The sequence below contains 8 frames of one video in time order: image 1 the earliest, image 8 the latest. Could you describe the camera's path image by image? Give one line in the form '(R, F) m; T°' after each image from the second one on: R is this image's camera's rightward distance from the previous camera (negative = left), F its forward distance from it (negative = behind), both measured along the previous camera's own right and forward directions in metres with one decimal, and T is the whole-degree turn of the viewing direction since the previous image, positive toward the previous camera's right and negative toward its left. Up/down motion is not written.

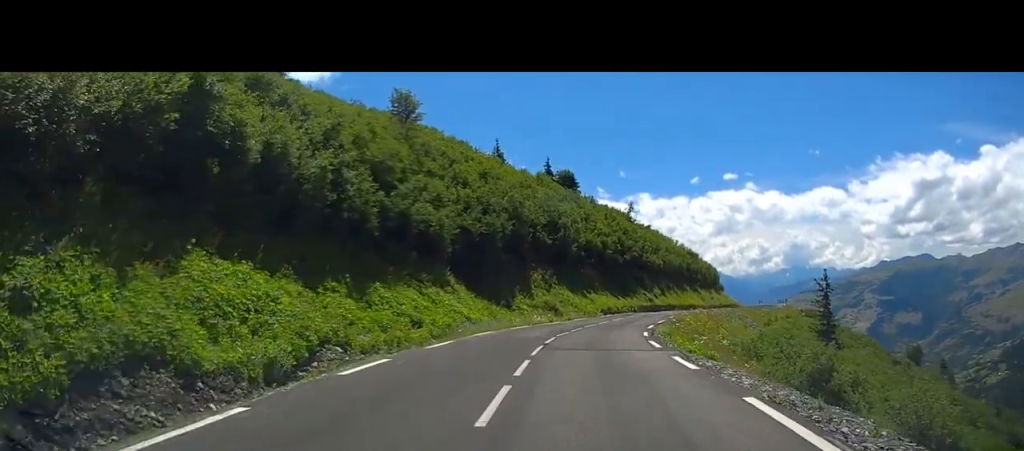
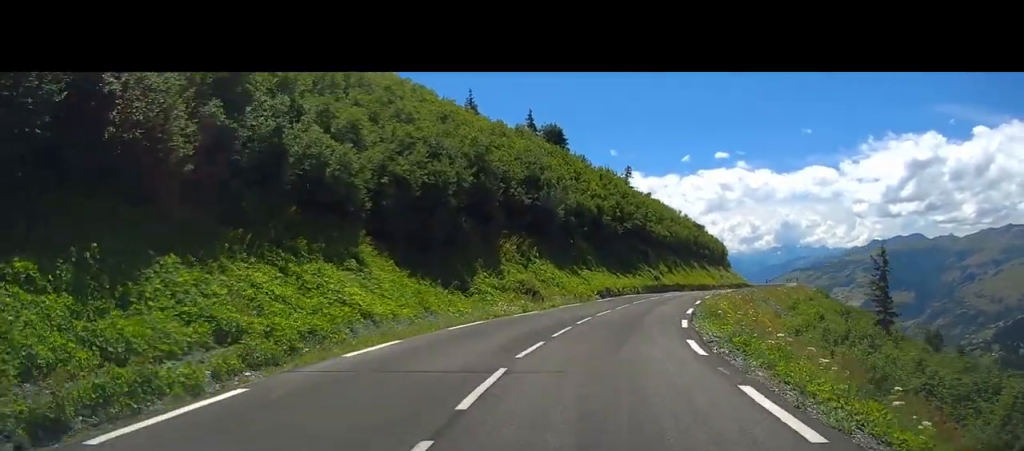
(+0.5, +13.2) m; +2°
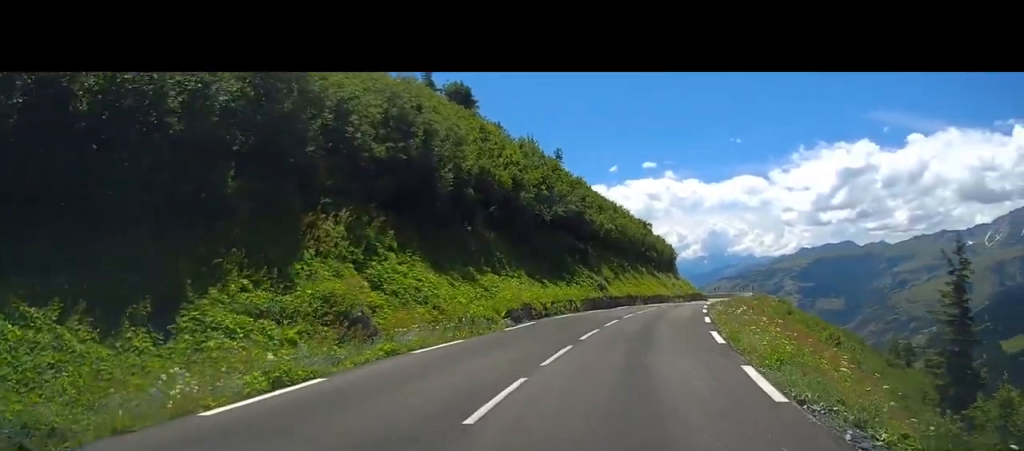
(+0.5, +18.2) m; +5°
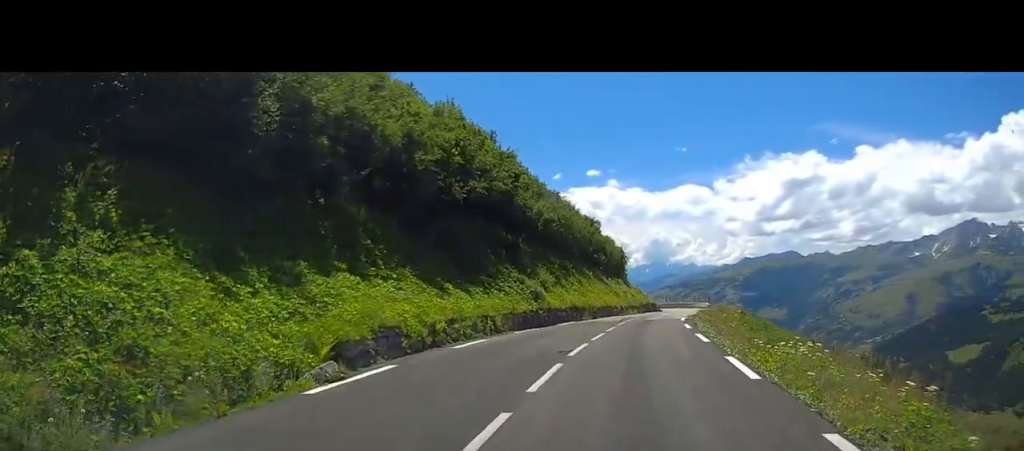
(+0.5, +12.0) m; +4°
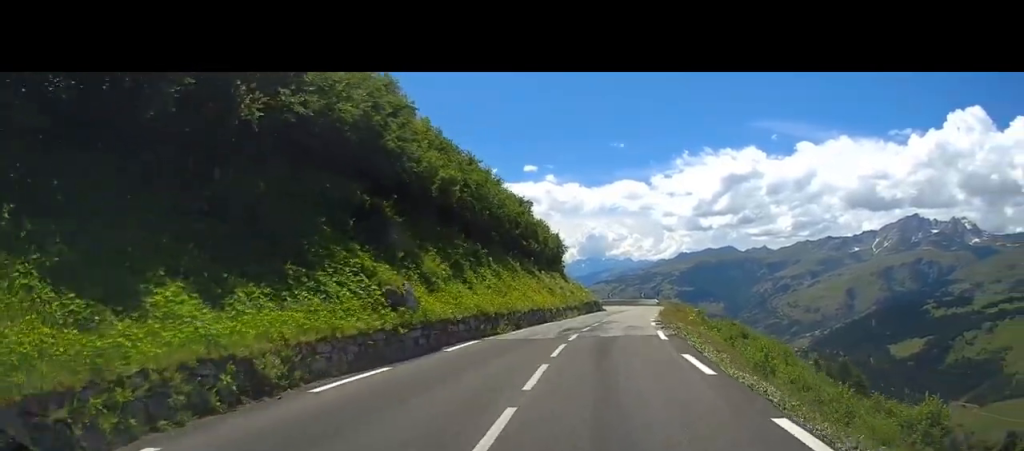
(+0.3, +13.6) m; +6°
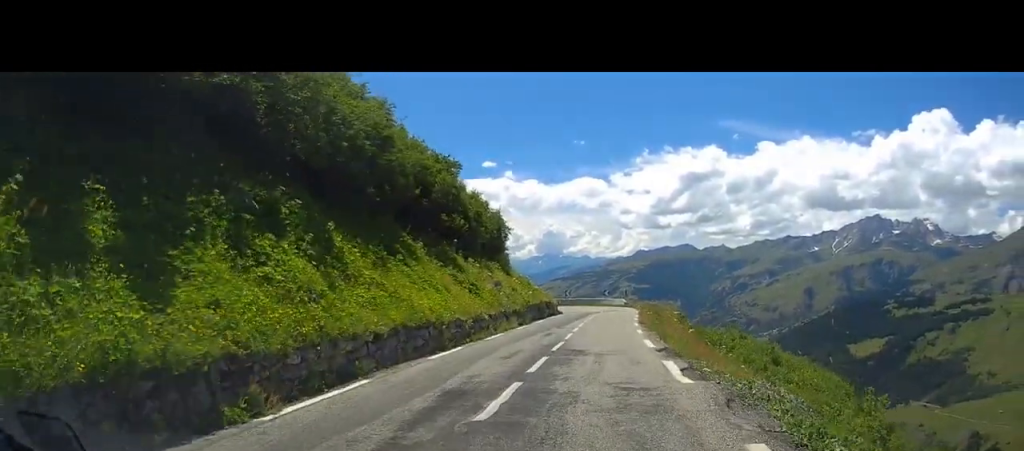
(+1.0, +16.3) m; 0°
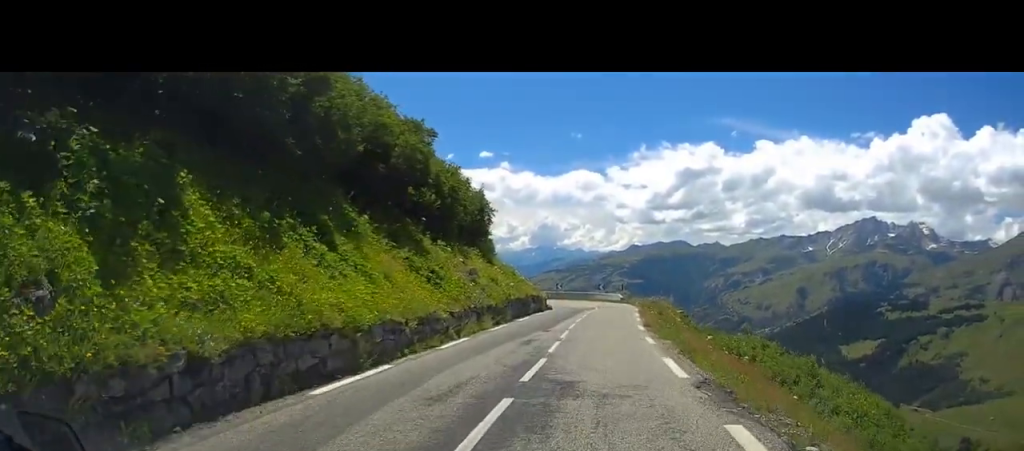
(-0.5, +5.8) m; 0°
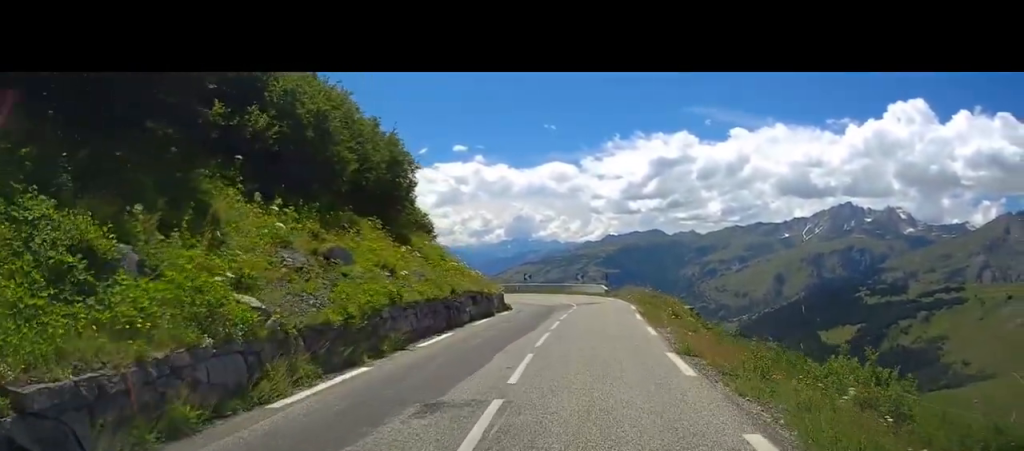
(+0.2, +13.4) m; +4°
